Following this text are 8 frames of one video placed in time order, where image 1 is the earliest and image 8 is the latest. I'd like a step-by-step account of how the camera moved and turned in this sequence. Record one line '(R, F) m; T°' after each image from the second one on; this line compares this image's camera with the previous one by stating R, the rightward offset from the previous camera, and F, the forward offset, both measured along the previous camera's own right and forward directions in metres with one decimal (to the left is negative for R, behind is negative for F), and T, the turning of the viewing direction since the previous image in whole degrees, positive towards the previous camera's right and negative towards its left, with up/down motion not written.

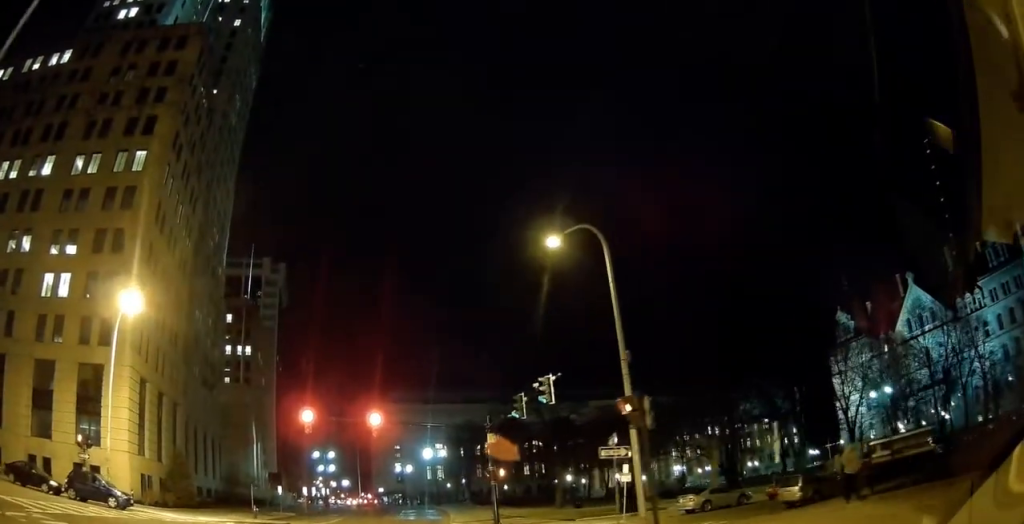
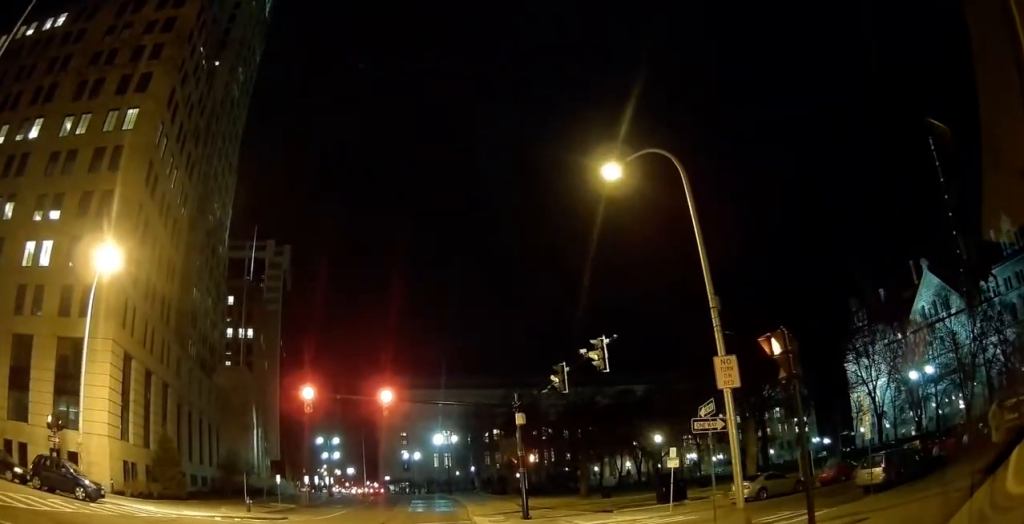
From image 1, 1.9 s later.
(+0.1, +3.9) m; -2°
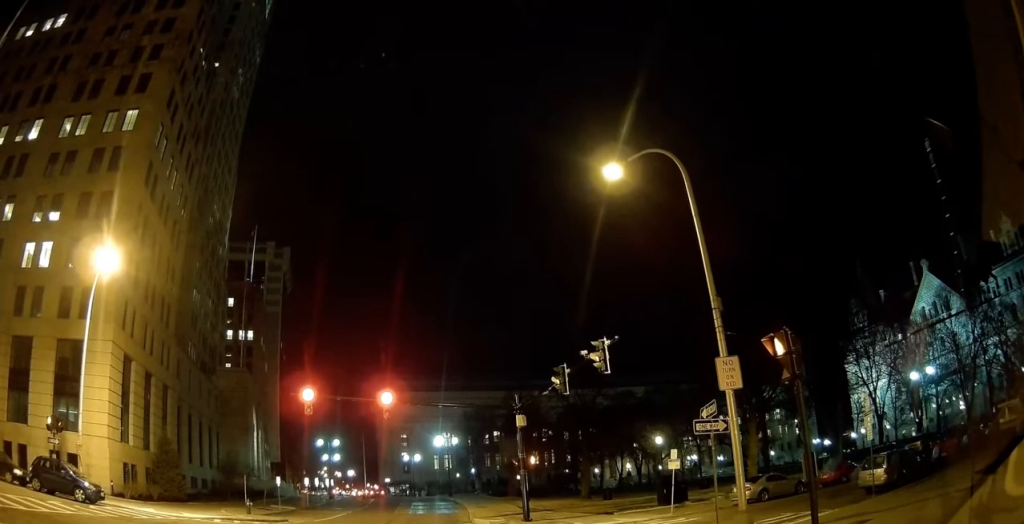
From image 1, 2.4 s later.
(+0.2, -0.2) m; 0°
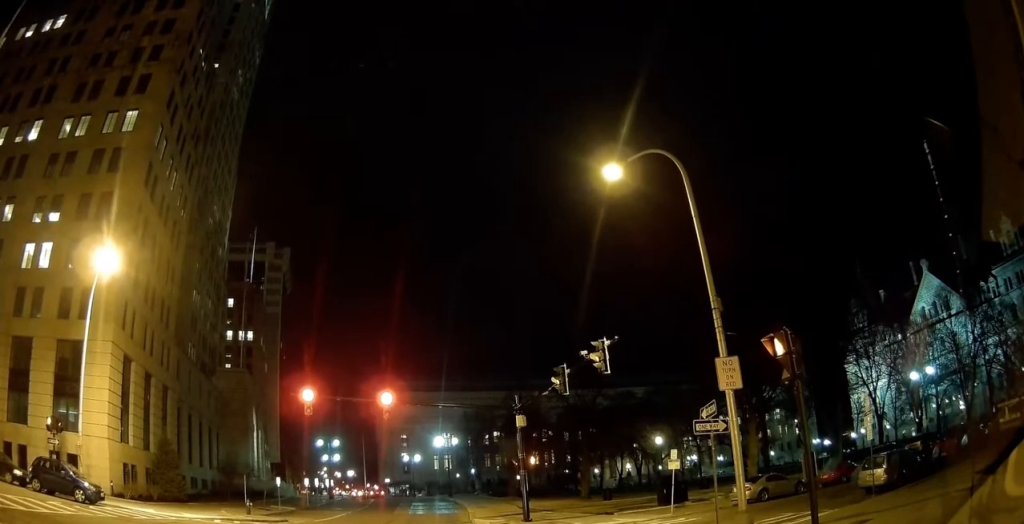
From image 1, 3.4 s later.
(0.0, 0.0) m; 0°
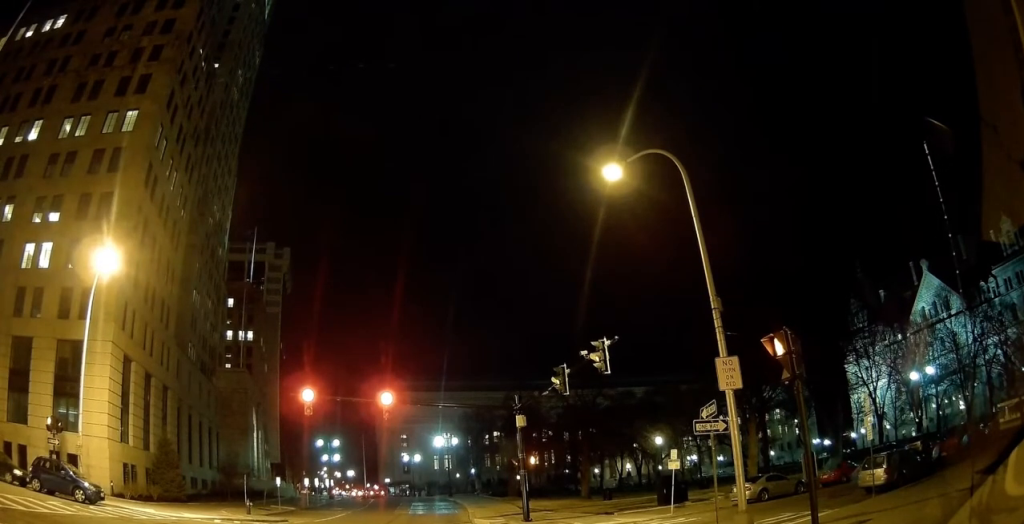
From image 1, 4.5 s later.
(0.0, 0.0) m; 0°
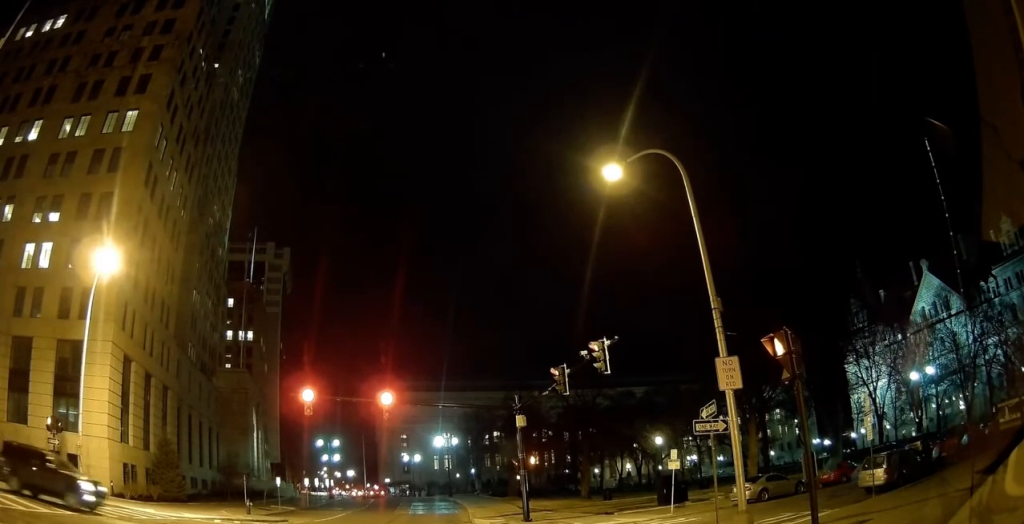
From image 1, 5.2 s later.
(0.0, 0.0) m; 0°
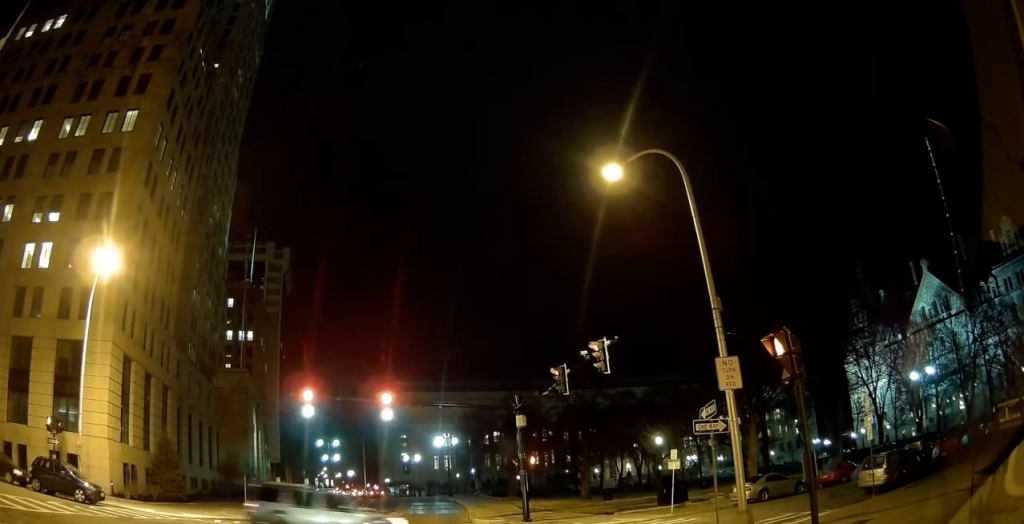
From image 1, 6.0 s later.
(0.0, +0.2) m; 0°
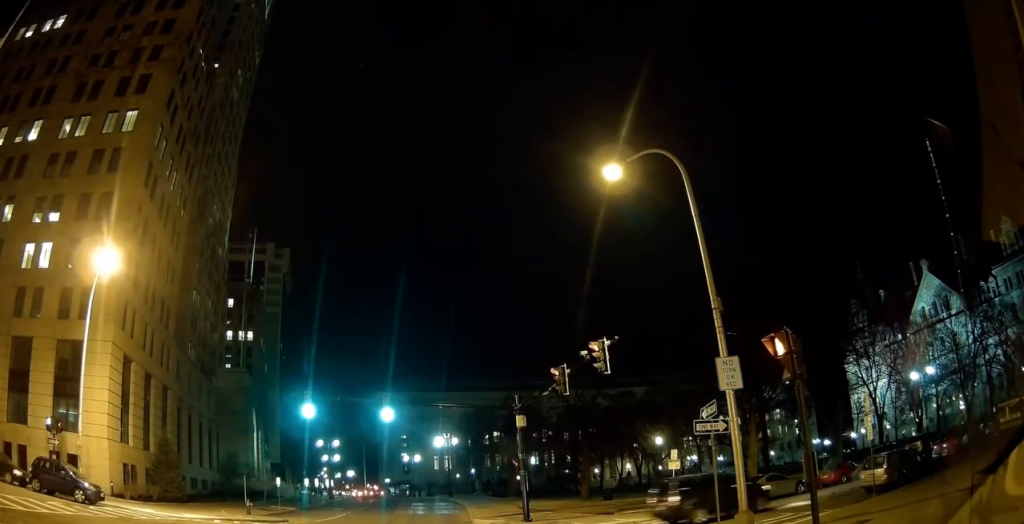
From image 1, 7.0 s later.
(0.0, +0.3) m; 0°
